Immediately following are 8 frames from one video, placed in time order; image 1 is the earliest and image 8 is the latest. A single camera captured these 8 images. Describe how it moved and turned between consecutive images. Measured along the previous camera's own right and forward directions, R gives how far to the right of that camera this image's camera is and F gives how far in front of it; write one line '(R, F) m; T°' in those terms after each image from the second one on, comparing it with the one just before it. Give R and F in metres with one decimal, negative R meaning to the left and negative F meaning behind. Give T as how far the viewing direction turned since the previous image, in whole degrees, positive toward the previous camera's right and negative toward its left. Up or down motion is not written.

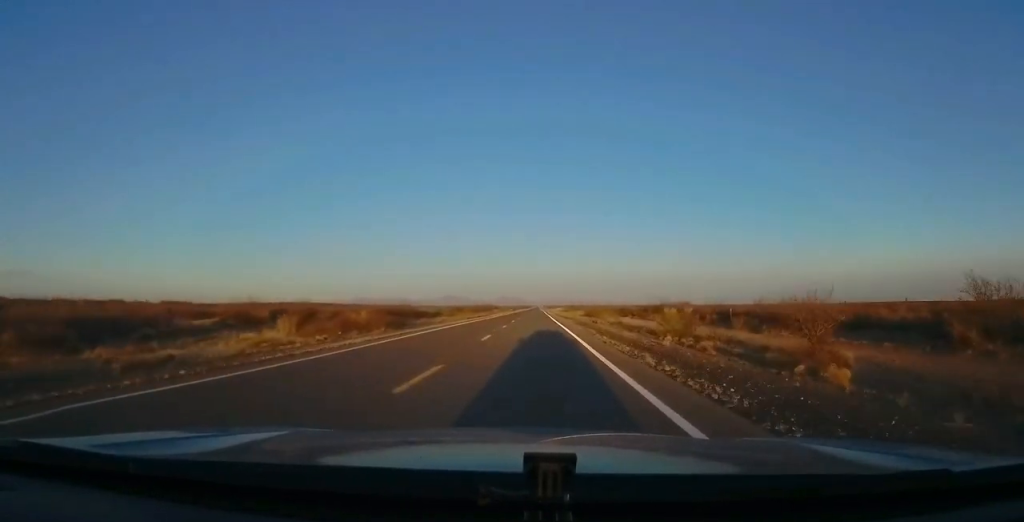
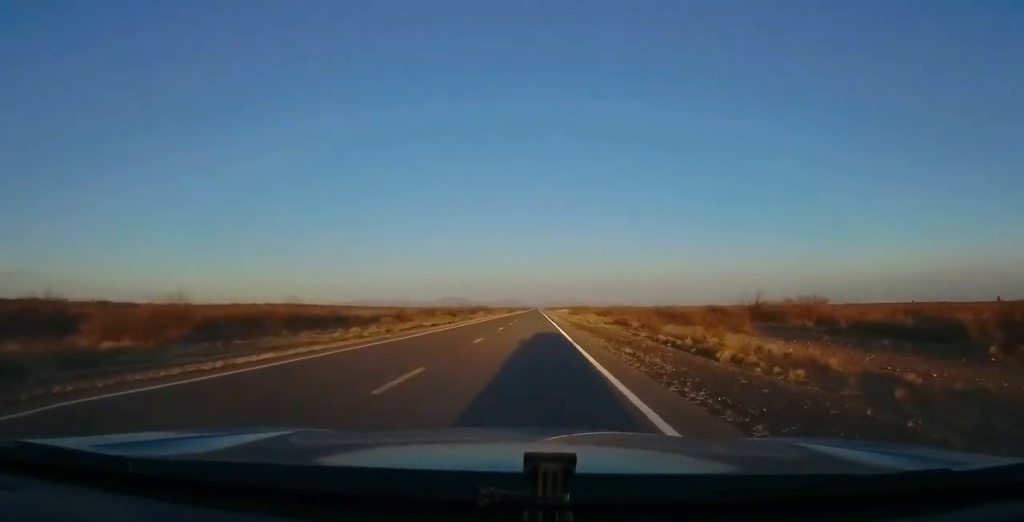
(0.0, +36.3) m; +2°
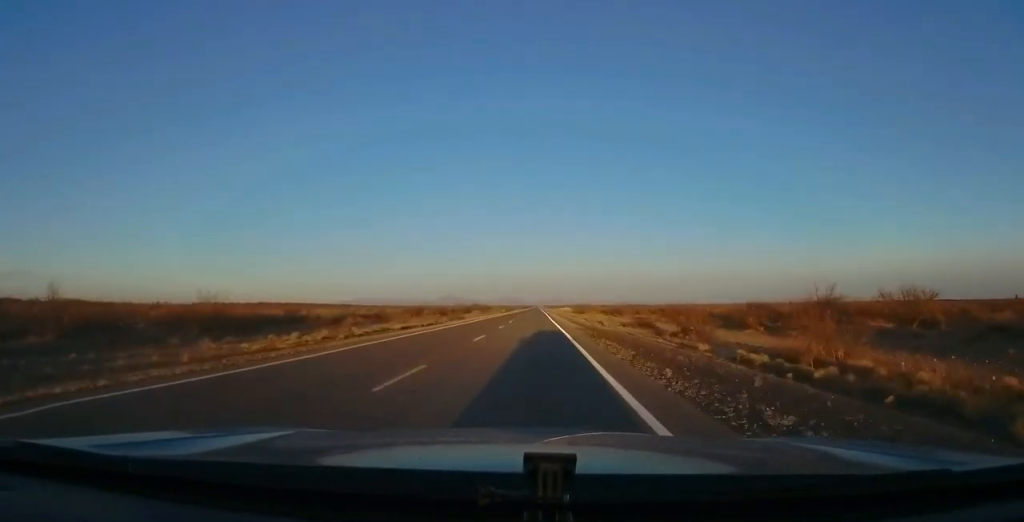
(0.0, +11.7) m; 0°
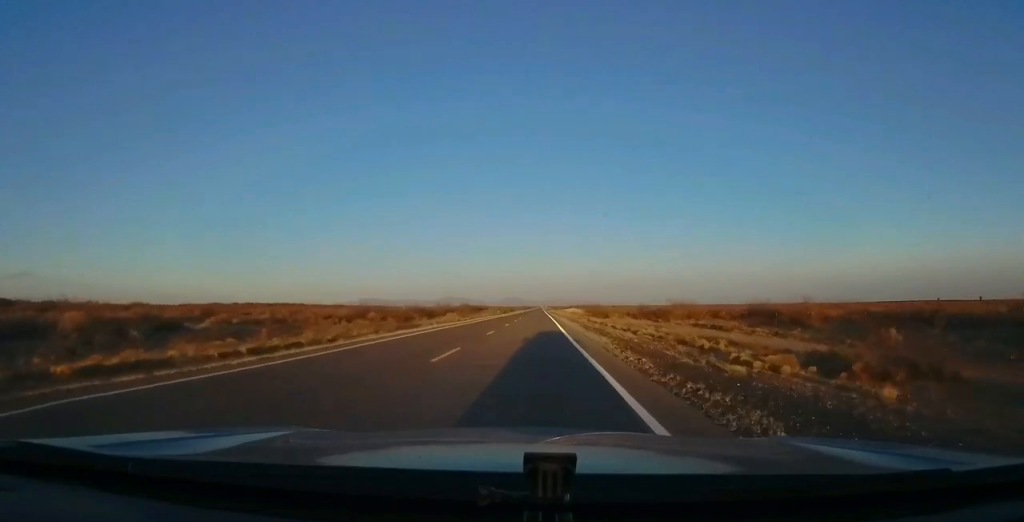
(+0.6, +31.2) m; 0°
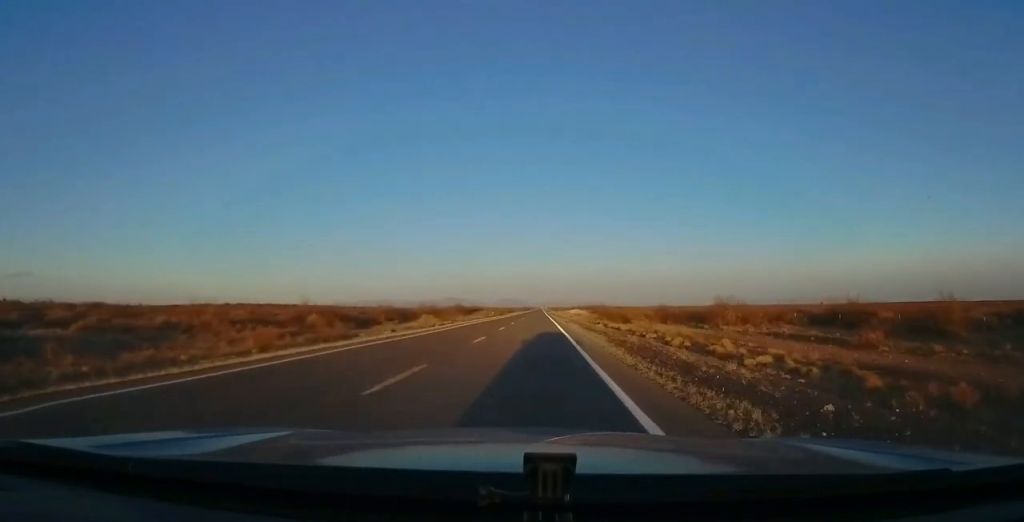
(-0.5, +16.6) m; -1°
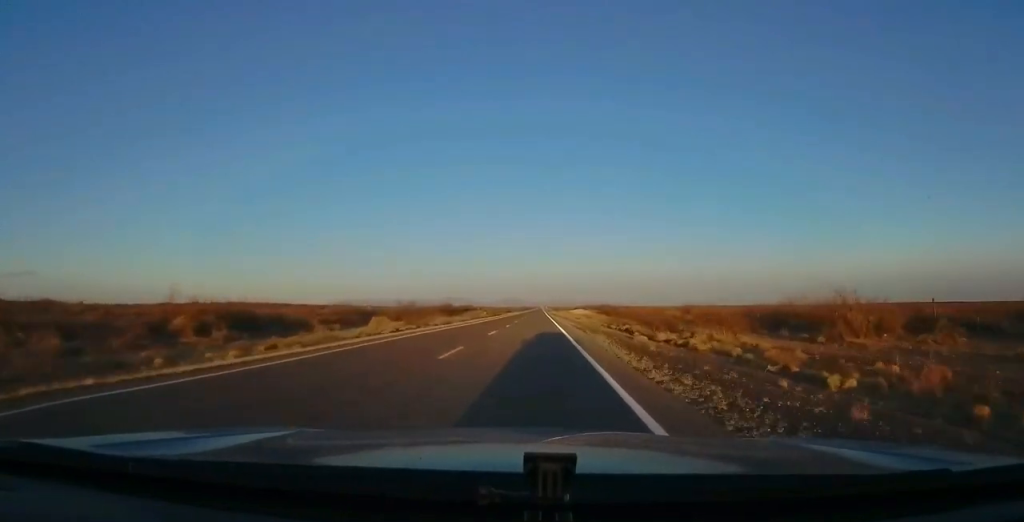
(+0.1, +18.5) m; 0°
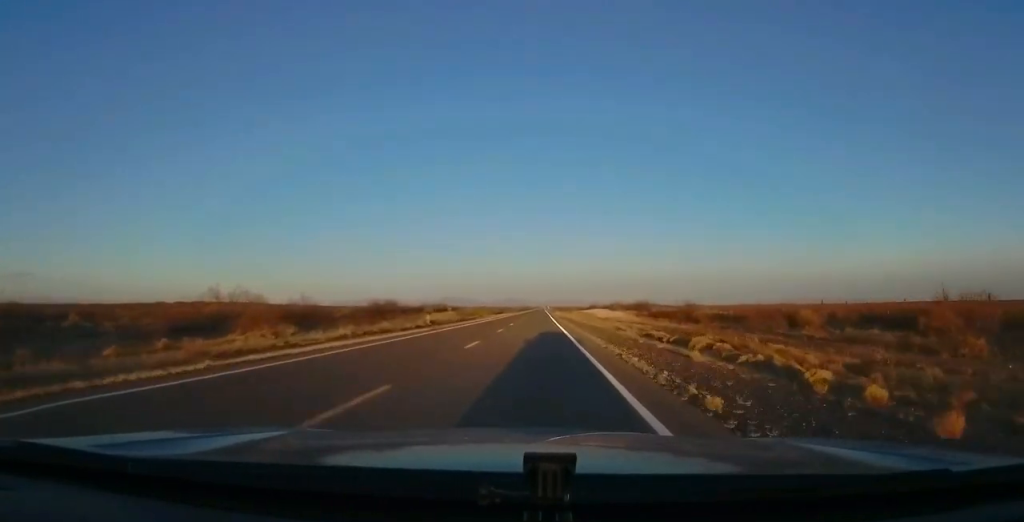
(0.0, +56.6) m; +1°
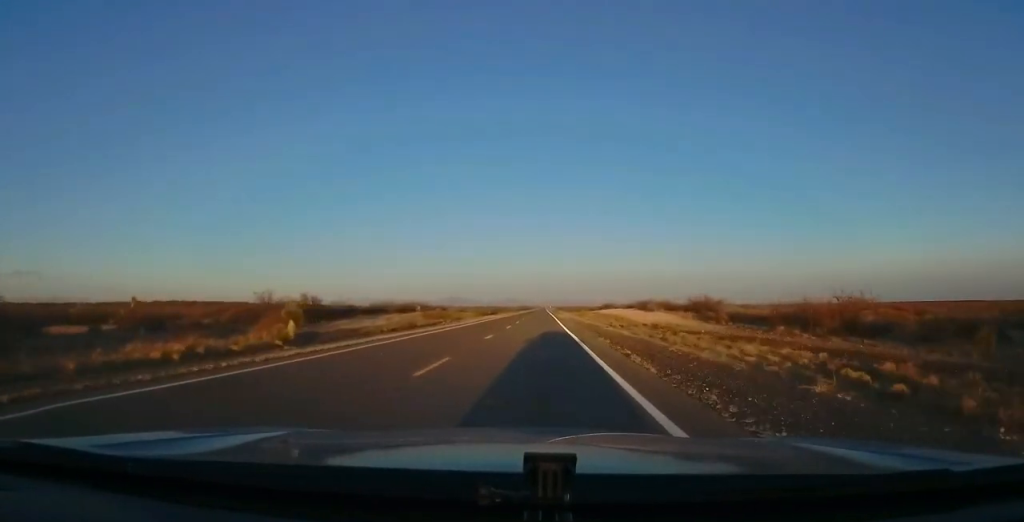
(+0.4, +31.3) m; +1°
